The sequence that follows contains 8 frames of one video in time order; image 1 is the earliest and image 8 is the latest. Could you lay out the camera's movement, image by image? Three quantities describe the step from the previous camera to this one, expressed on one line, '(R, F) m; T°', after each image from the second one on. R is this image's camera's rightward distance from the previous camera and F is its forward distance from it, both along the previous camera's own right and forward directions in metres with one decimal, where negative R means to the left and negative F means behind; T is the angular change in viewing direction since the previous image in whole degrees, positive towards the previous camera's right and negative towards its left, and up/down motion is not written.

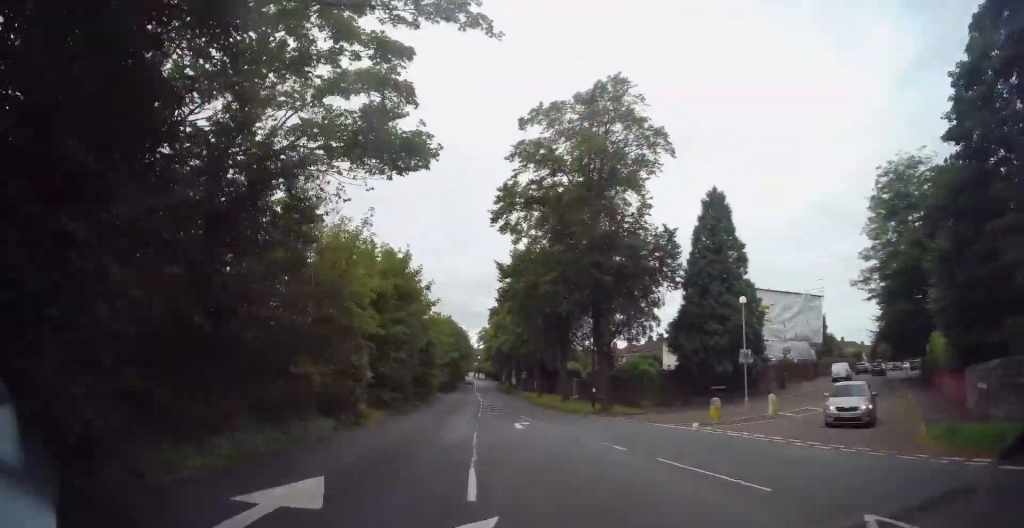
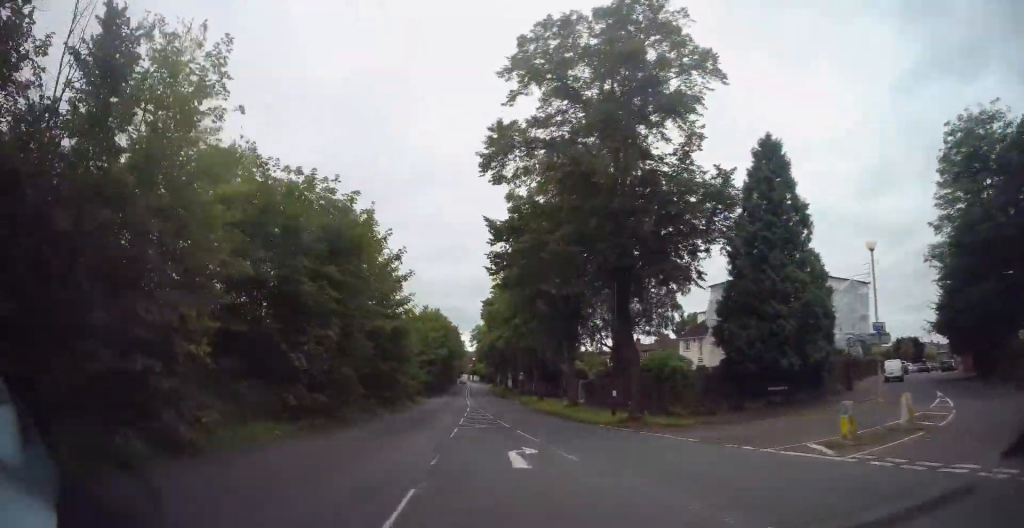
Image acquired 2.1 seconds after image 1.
(+0.6, +11.6) m; +14°
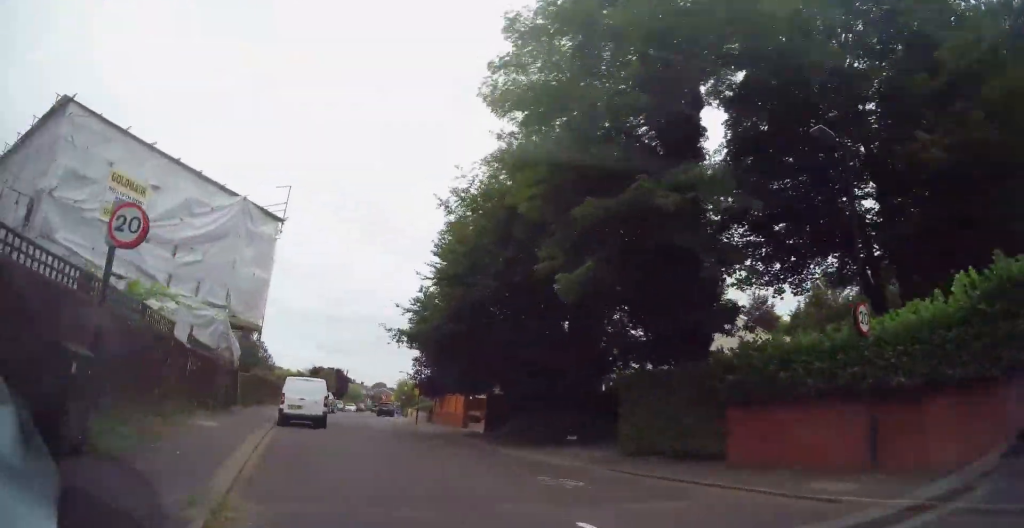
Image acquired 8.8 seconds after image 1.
(+15.3, +26.5) m; +37°
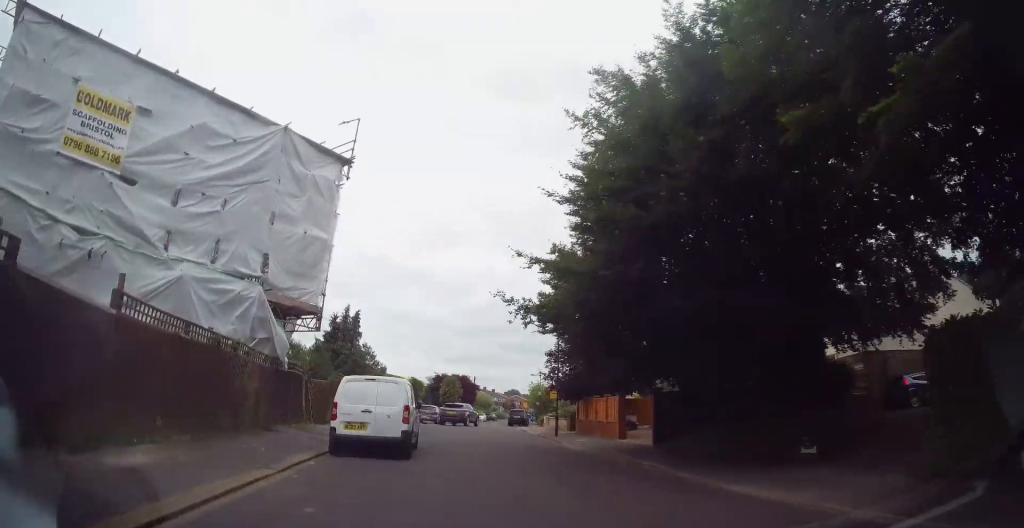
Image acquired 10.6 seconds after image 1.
(-0.2, +9.0) m; -5°
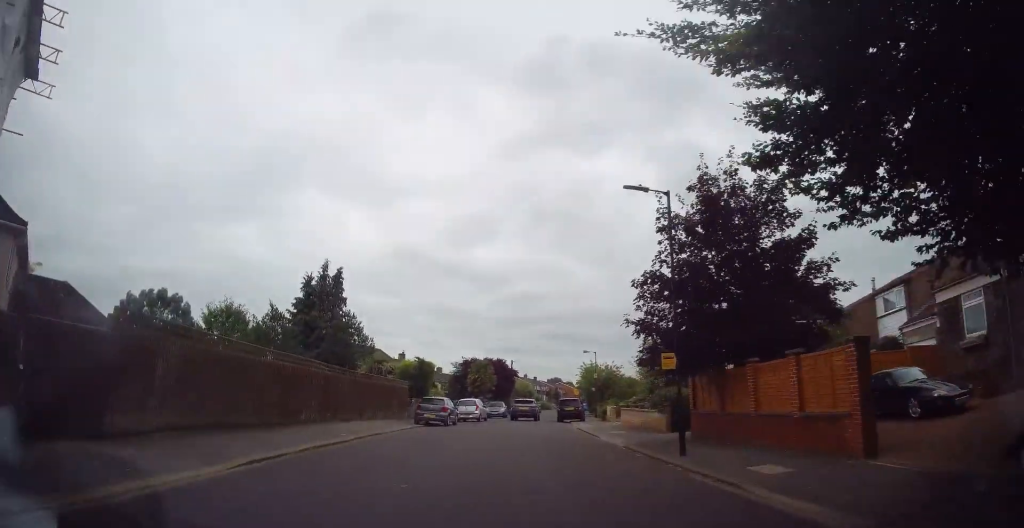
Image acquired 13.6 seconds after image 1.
(-1.3, +15.8) m; -6°
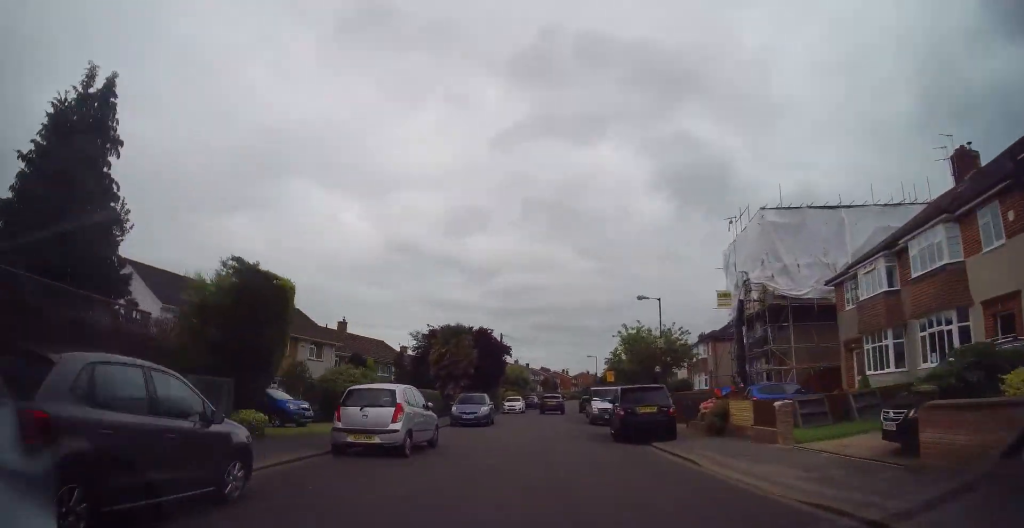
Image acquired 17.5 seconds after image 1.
(+0.1, +19.9) m; +4°
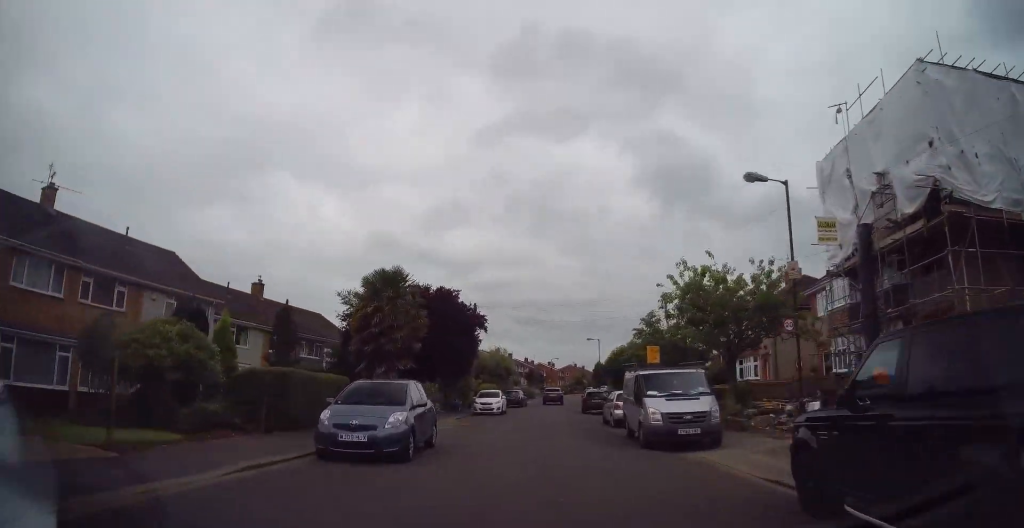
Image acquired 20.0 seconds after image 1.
(+0.4, +10.6) m; +2°
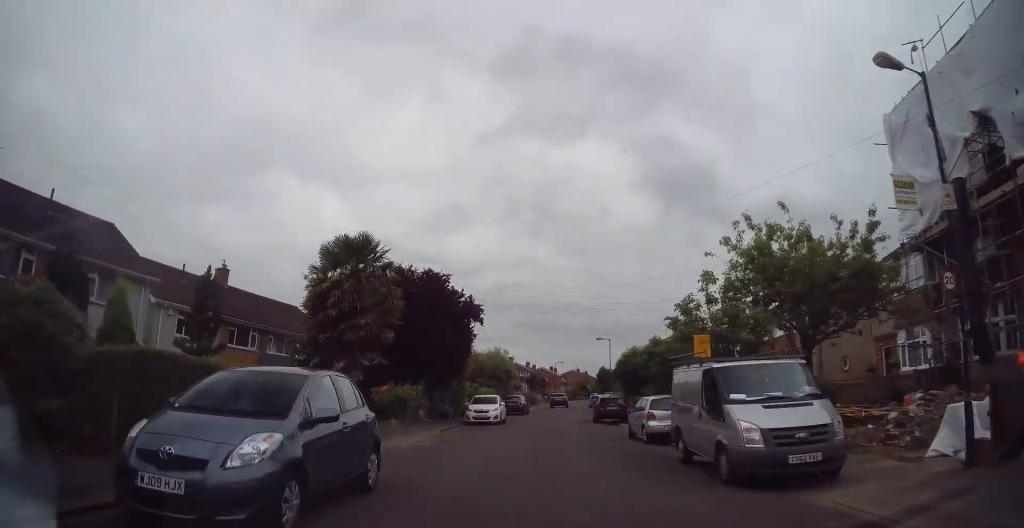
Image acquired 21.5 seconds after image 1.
(+0.3, +5.4) m; -1°
